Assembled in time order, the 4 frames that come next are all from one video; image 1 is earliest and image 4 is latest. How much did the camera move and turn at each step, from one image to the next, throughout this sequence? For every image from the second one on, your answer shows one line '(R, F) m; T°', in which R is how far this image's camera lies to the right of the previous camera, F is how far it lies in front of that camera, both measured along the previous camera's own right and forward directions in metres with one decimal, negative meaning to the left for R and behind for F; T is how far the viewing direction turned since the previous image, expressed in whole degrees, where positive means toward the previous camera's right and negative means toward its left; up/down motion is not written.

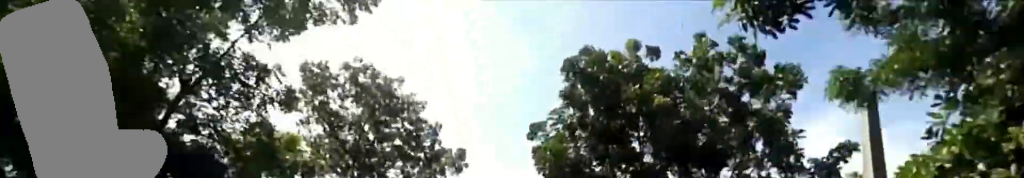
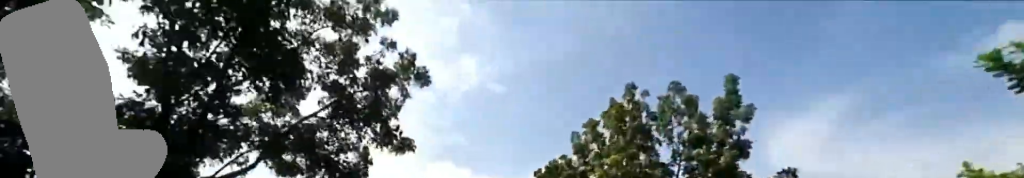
(+1.1, +17.5) m; +4°
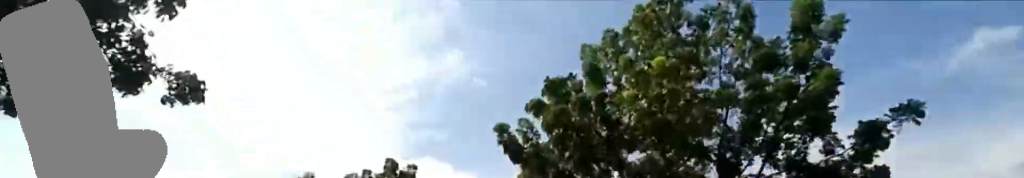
(0.0, +5.5) m; 0°
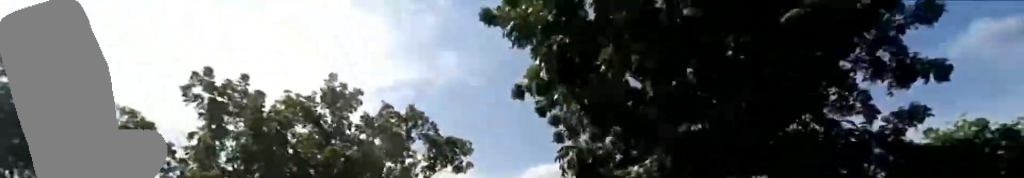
(0.0, +24.1) m; 0°
